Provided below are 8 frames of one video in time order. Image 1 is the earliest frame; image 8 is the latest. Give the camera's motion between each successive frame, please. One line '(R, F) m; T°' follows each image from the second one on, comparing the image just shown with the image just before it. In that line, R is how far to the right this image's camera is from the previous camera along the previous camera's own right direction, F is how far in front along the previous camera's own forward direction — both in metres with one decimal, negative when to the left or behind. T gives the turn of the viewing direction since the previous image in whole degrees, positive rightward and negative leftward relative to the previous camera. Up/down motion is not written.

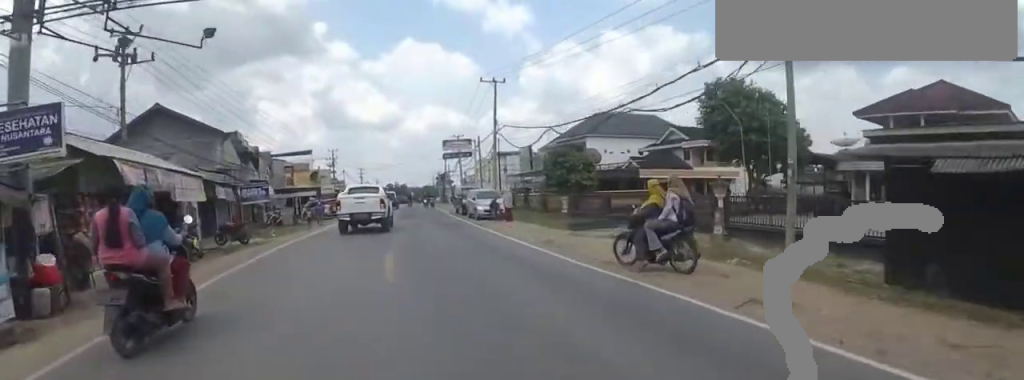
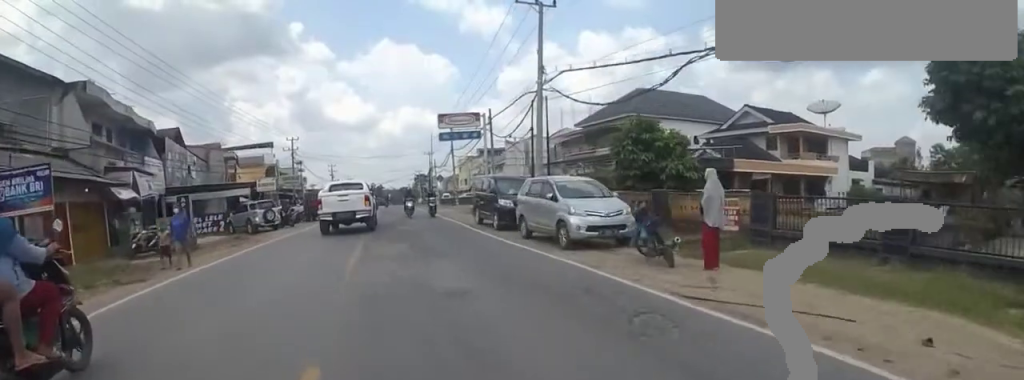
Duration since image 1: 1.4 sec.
(+0.6, +15.4) m; +2°
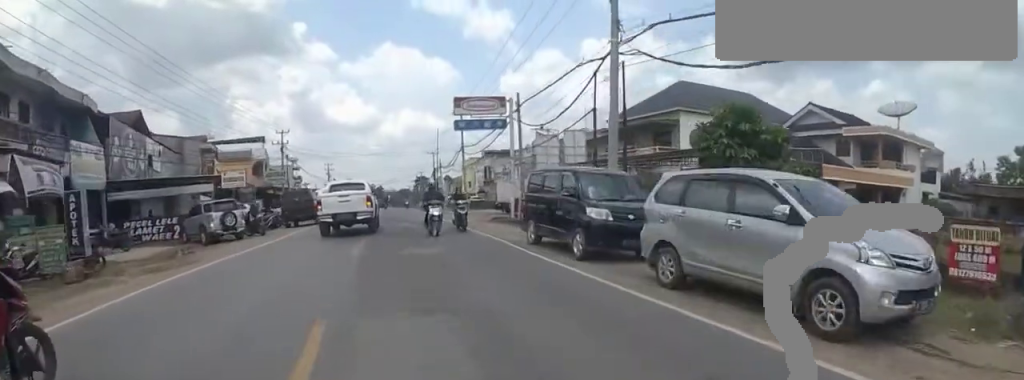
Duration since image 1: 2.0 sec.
(0.0, +6.5) m; +2°
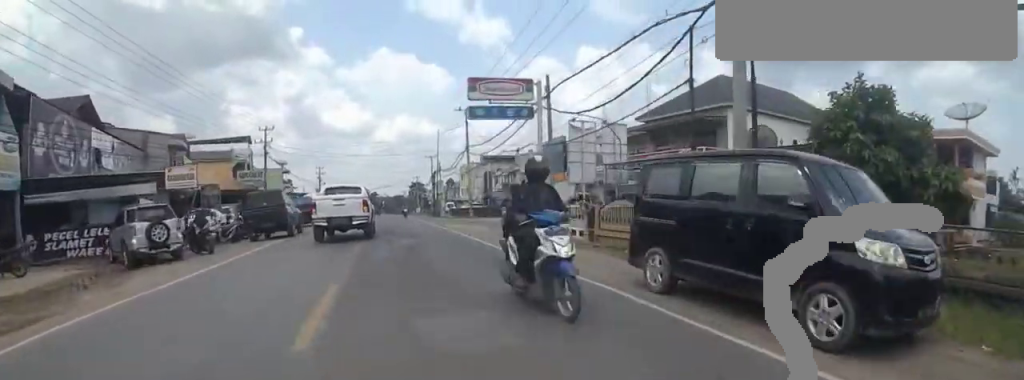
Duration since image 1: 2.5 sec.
(-0.2, +5.4) m; +3°
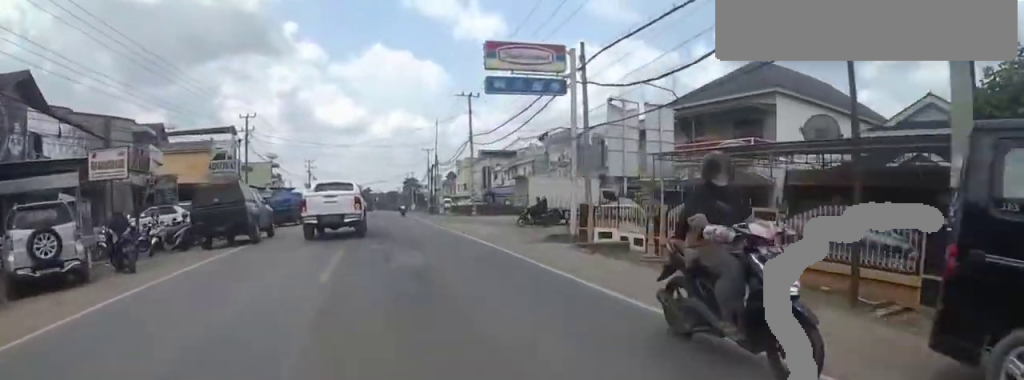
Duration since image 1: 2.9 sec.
(+0.2, +4.2) m; +6°
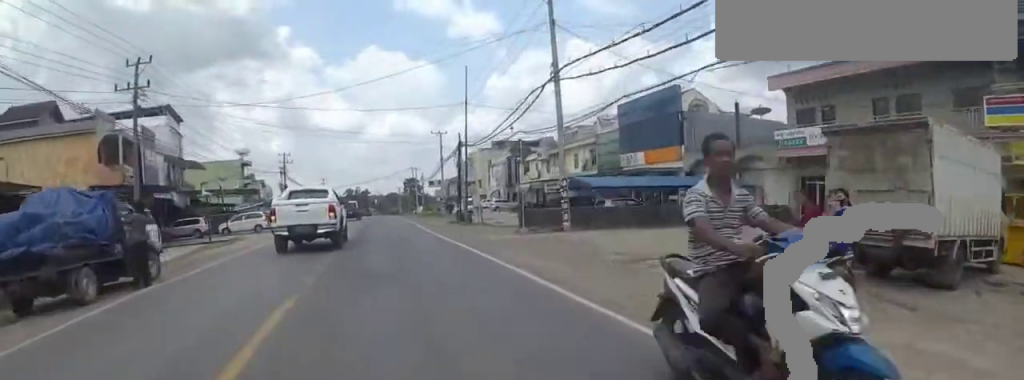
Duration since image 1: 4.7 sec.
(+5.3, +18.4) m; +24°
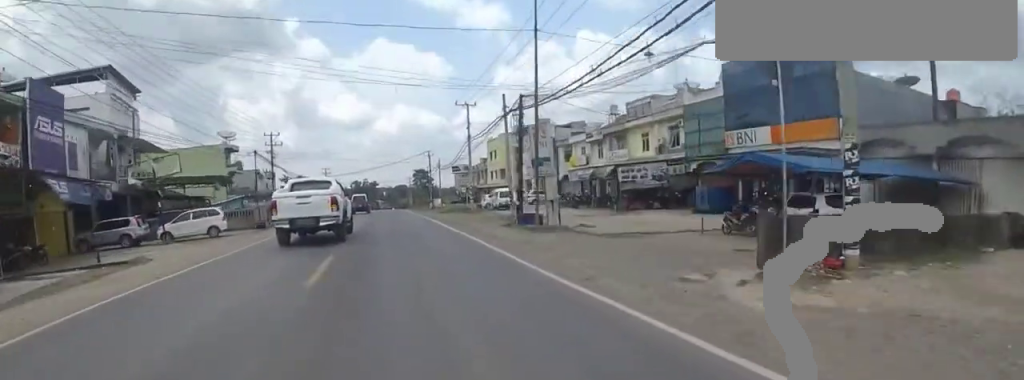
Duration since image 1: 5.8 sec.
(-0.4, +13.4) m; -2°
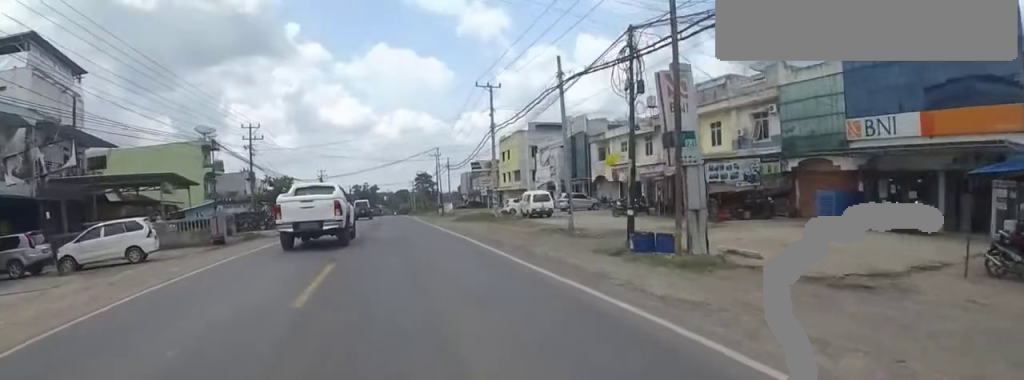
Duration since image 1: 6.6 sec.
(0.0, +10.1) m; -2°
